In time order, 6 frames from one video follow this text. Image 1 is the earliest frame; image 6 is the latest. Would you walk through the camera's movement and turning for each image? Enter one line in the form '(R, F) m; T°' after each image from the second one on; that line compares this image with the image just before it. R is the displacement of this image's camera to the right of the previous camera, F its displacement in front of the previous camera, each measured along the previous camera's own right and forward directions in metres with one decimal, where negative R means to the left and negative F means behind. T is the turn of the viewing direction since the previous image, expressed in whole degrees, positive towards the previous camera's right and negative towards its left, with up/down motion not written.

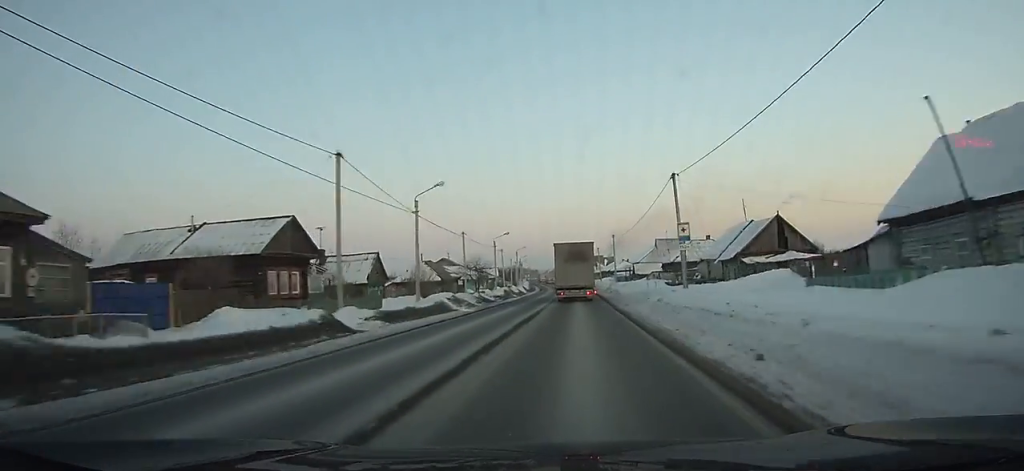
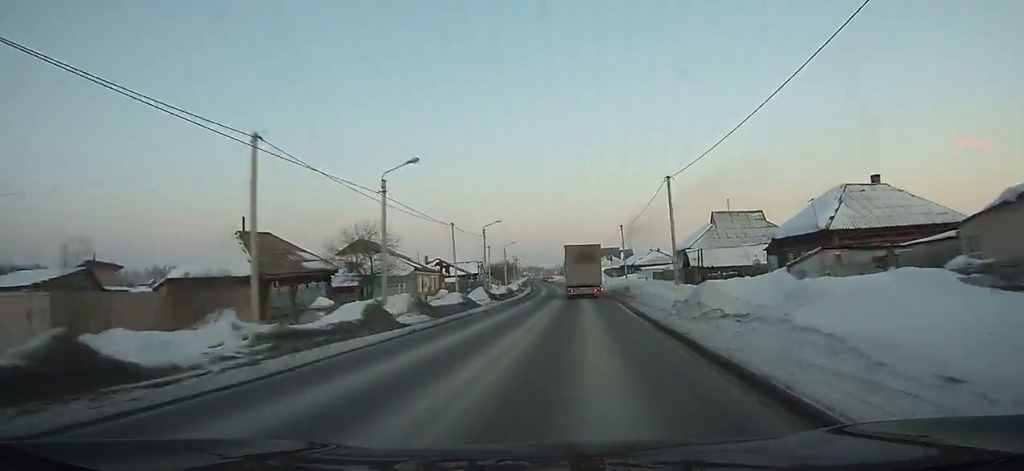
(0.0, +43.6) m; -1°
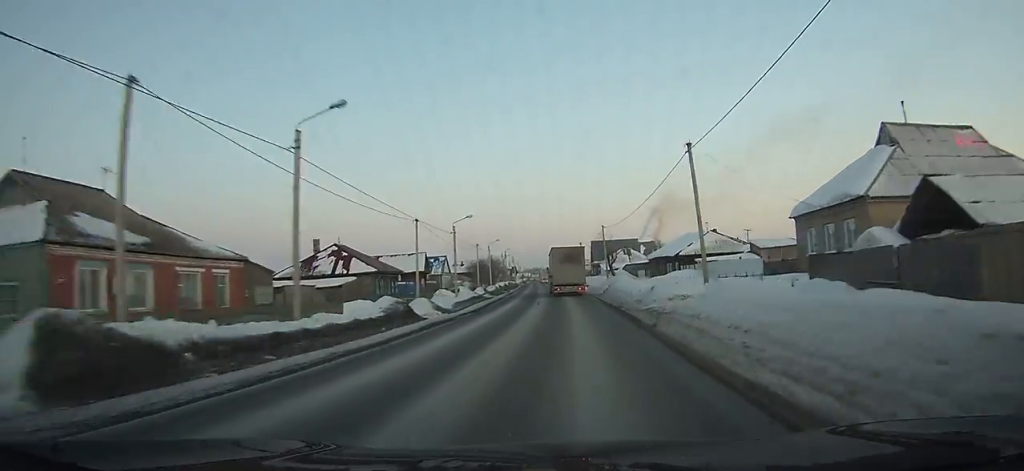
(-0.6, +43.1) m; -2°
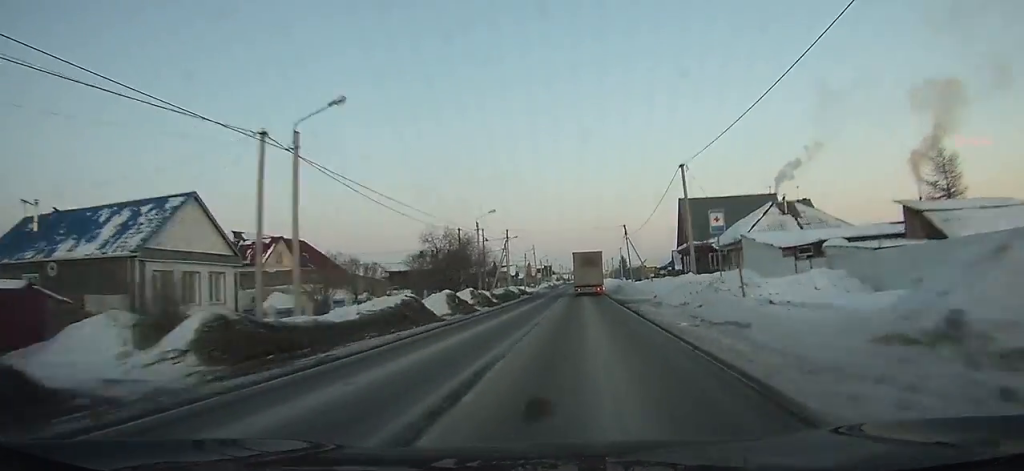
(-2.3, +72.3) m; -3°
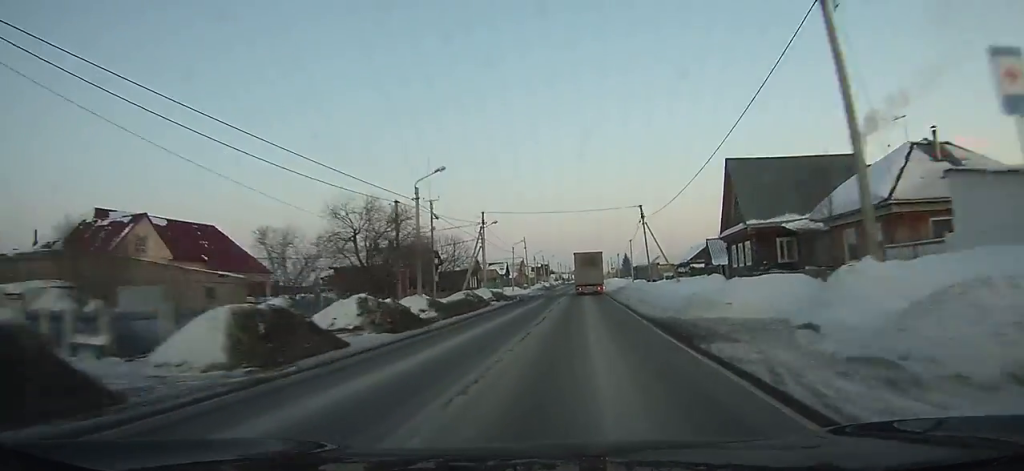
(-0.2, +20.7) m; -1°
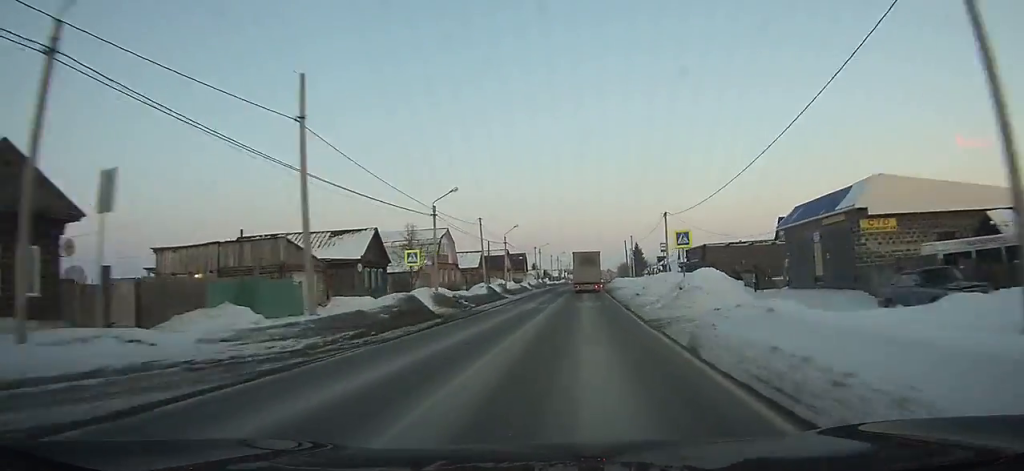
(-0.7, +76.5) m; -1°
